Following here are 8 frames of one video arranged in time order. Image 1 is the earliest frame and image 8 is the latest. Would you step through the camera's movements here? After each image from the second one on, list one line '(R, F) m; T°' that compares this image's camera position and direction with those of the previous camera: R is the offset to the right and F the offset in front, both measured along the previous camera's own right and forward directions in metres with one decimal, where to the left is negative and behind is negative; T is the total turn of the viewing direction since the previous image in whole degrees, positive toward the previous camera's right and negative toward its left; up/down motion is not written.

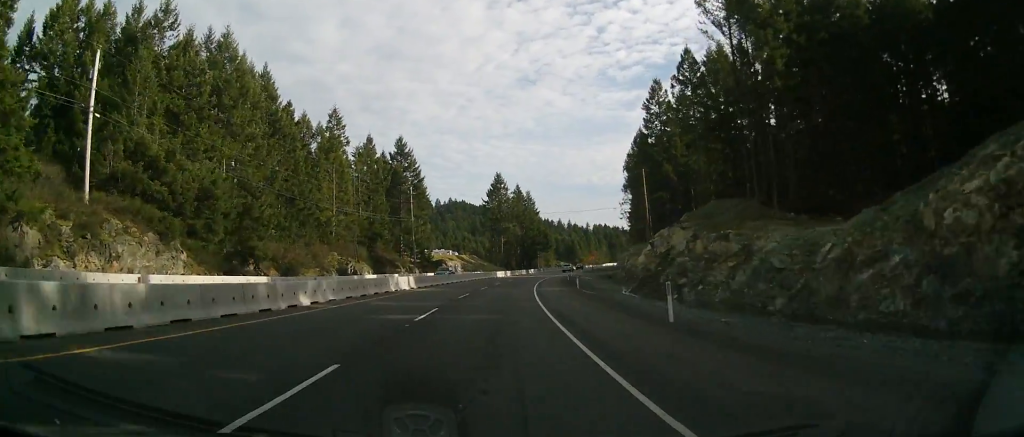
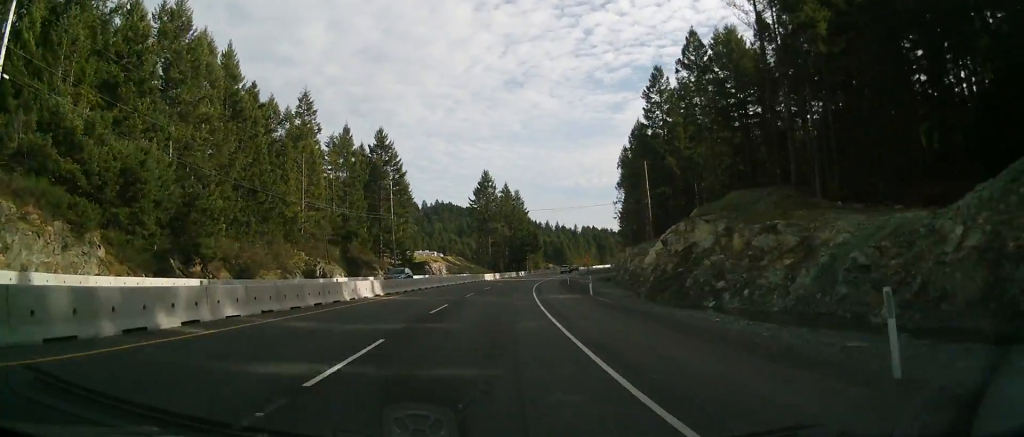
(0.0, +9.3) m; 0°
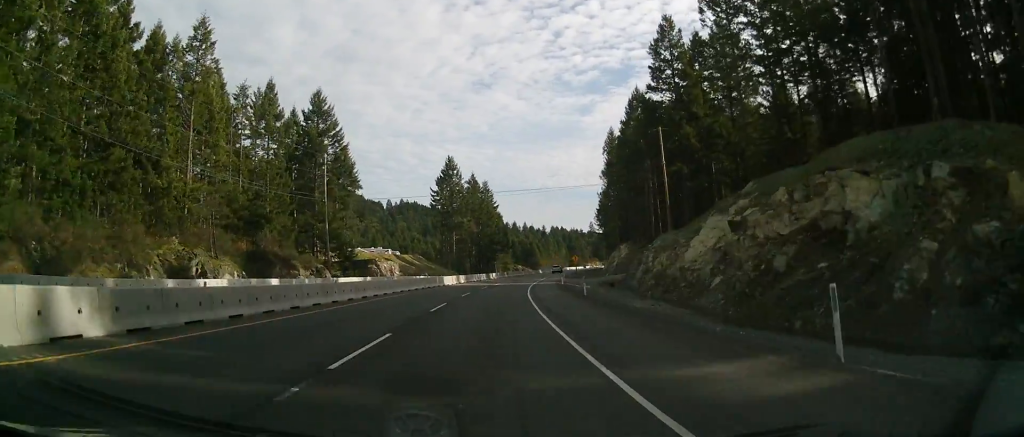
(0.0, +24.3) m; 0°
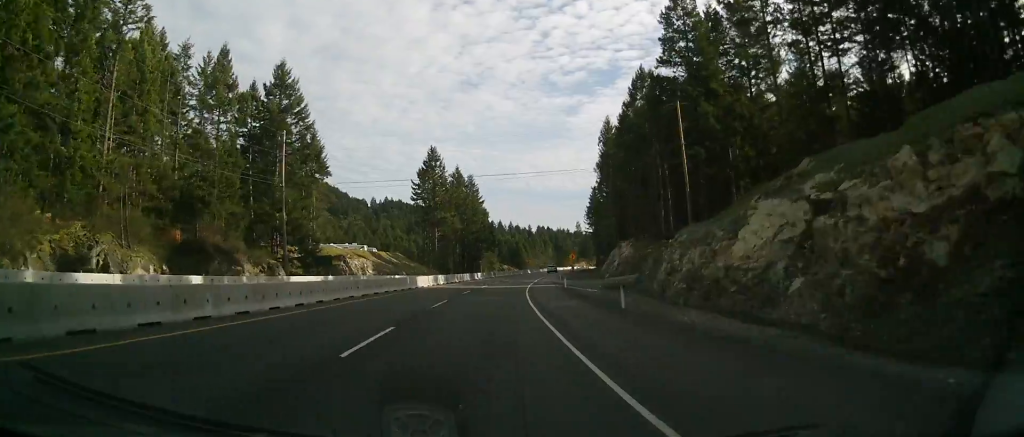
(0.0, +11.8) m; 0°
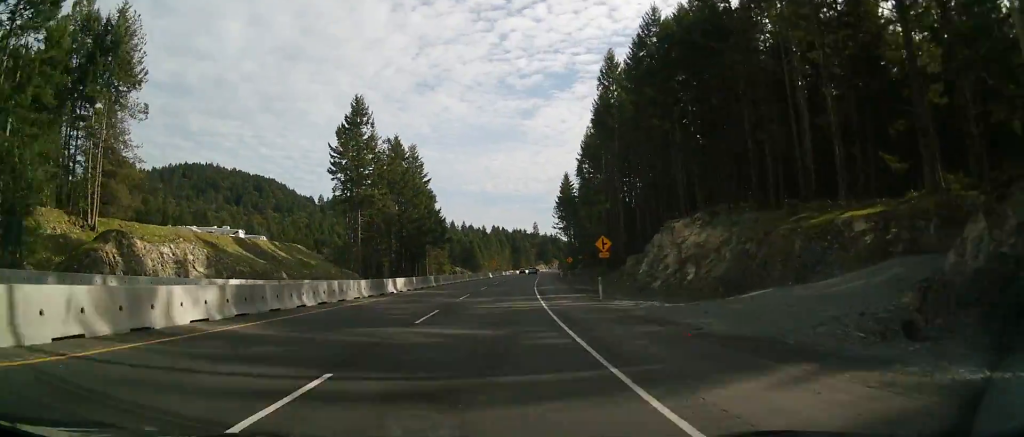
(+0.1, +45.6) m; +6°
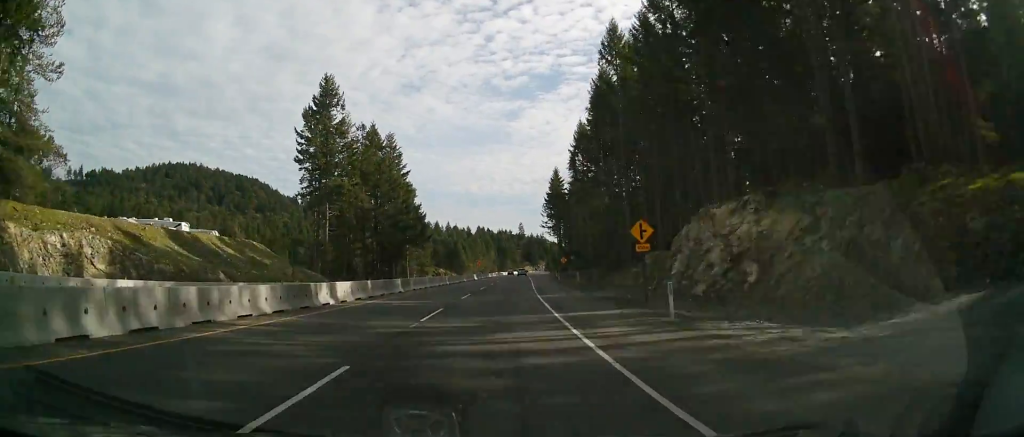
(+1.2, +12.3) m; +4°
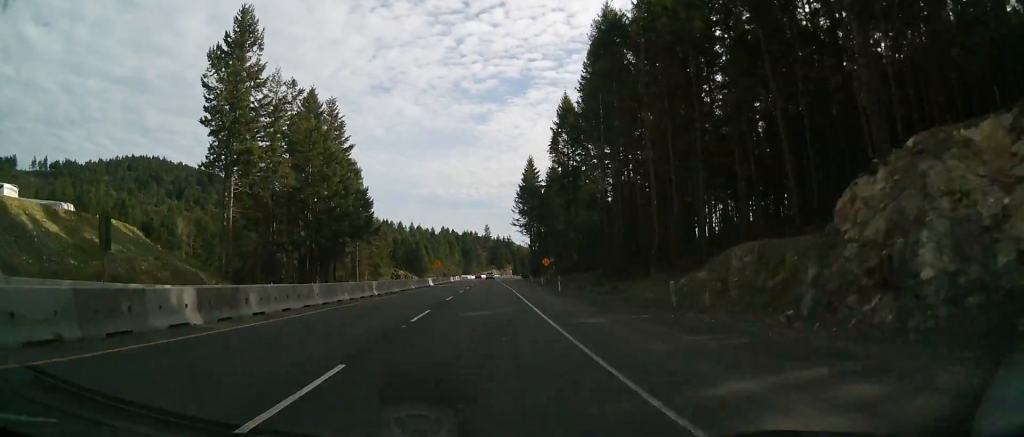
(+1.6, +25.5) m; +4°
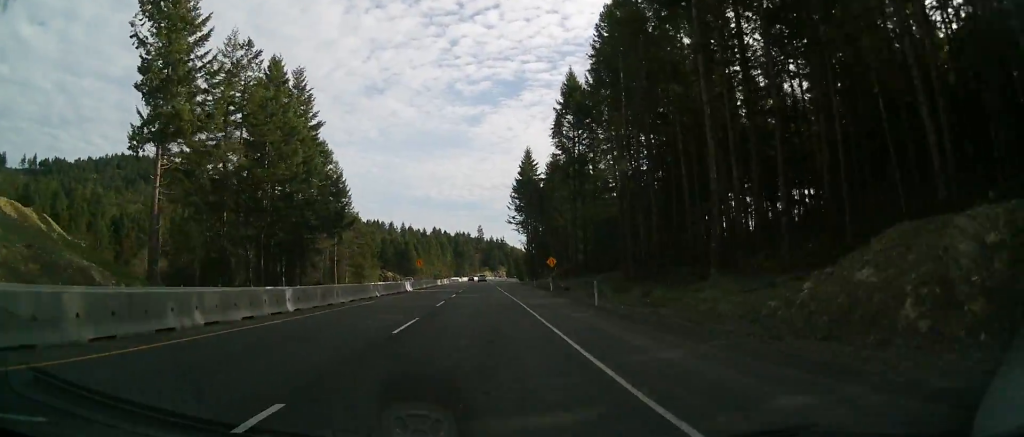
(+0.1, +15.5) m; +1°
